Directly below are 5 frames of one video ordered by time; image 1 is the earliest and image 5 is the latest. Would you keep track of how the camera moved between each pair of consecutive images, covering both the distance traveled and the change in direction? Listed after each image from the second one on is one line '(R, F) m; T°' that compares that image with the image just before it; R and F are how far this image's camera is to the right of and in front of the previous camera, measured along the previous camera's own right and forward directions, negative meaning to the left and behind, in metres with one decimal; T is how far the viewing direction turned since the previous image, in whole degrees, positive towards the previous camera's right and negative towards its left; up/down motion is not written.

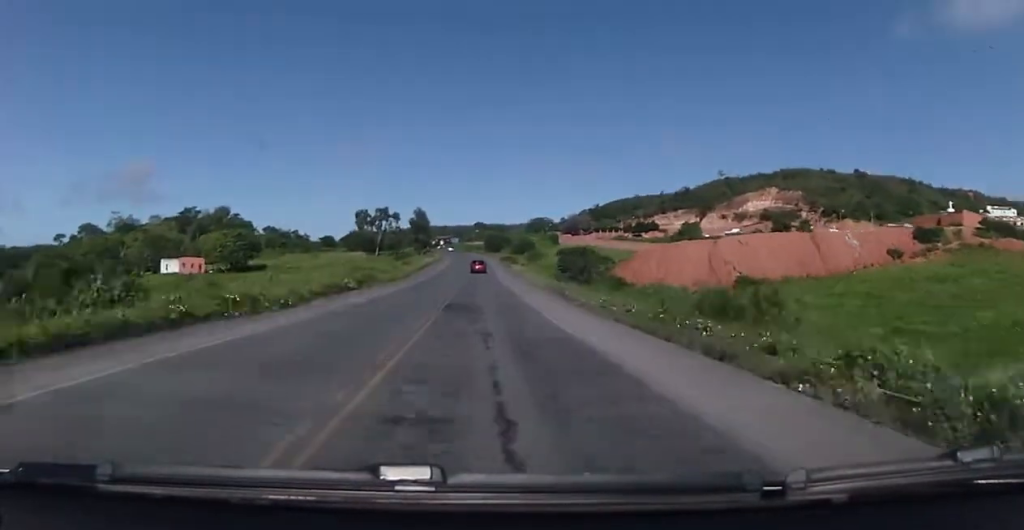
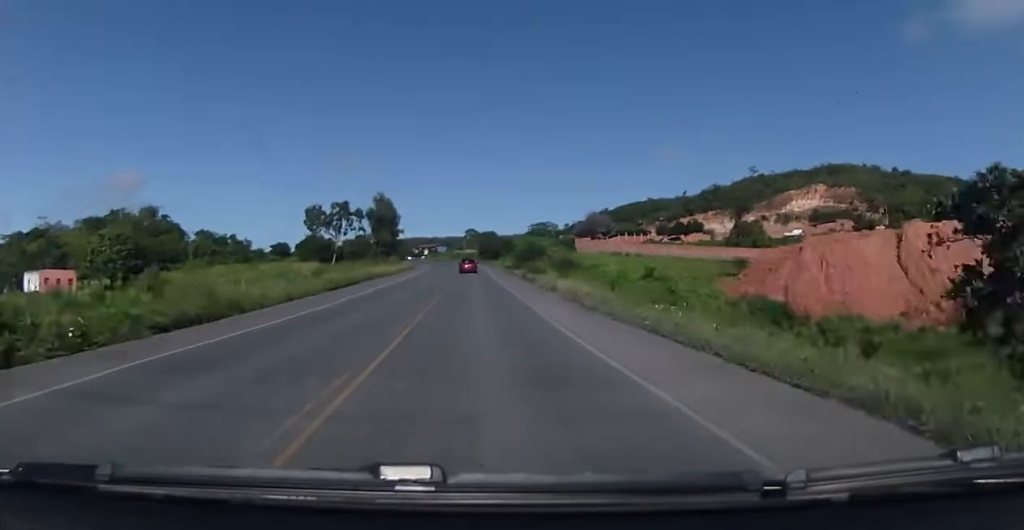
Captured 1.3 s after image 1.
(-0.6, +47.5) m; -1°
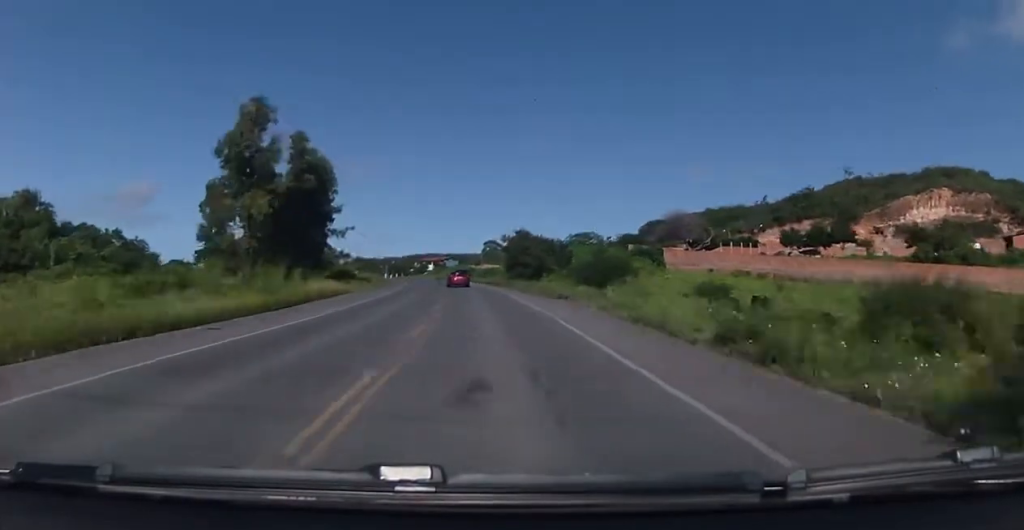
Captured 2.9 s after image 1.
(+0.4, +62.4) m; 0°
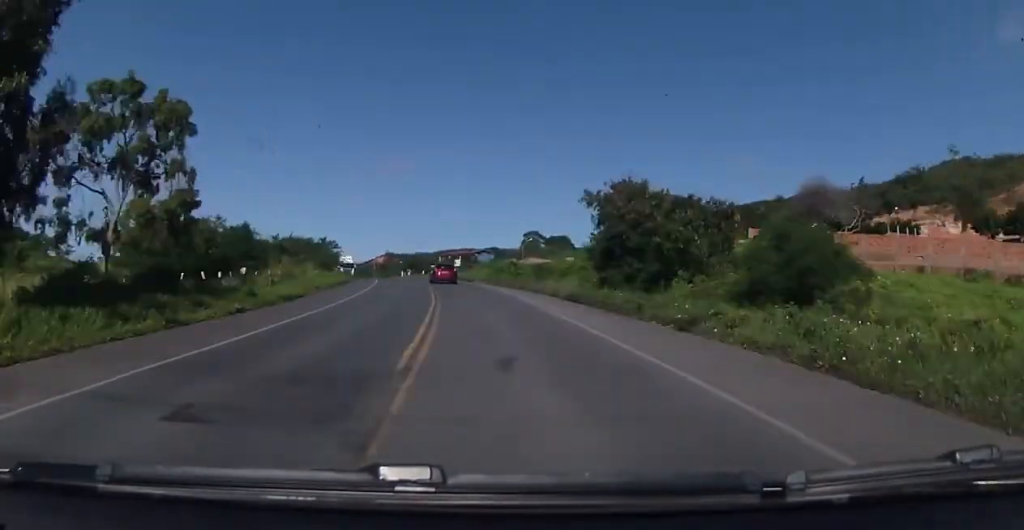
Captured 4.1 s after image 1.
(-0.5, +41.7) m; -3°
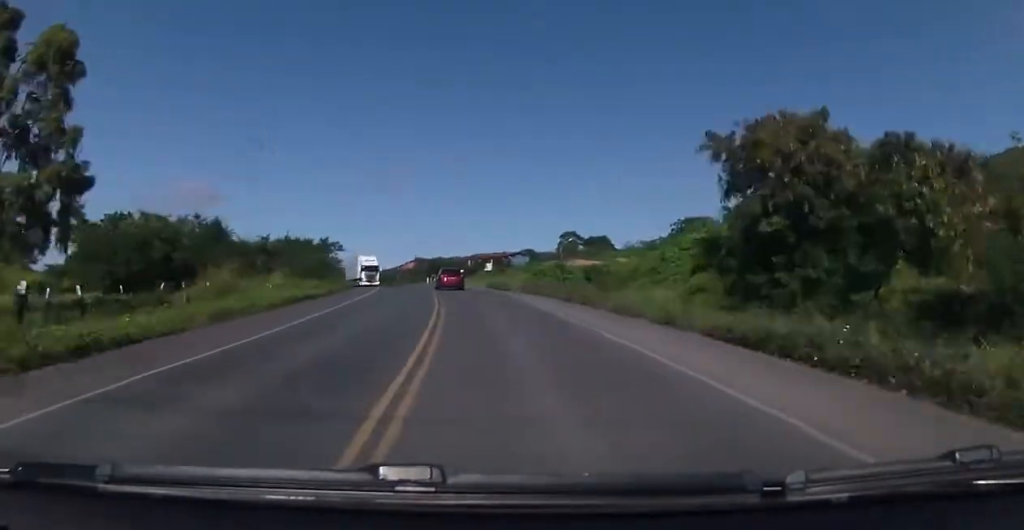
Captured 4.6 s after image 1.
(0.0, +17.0) m; -2°
